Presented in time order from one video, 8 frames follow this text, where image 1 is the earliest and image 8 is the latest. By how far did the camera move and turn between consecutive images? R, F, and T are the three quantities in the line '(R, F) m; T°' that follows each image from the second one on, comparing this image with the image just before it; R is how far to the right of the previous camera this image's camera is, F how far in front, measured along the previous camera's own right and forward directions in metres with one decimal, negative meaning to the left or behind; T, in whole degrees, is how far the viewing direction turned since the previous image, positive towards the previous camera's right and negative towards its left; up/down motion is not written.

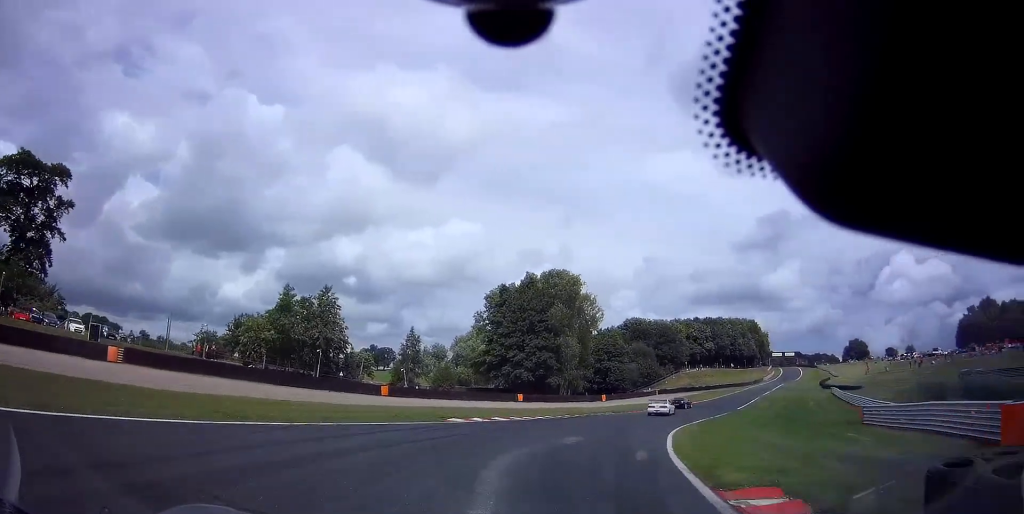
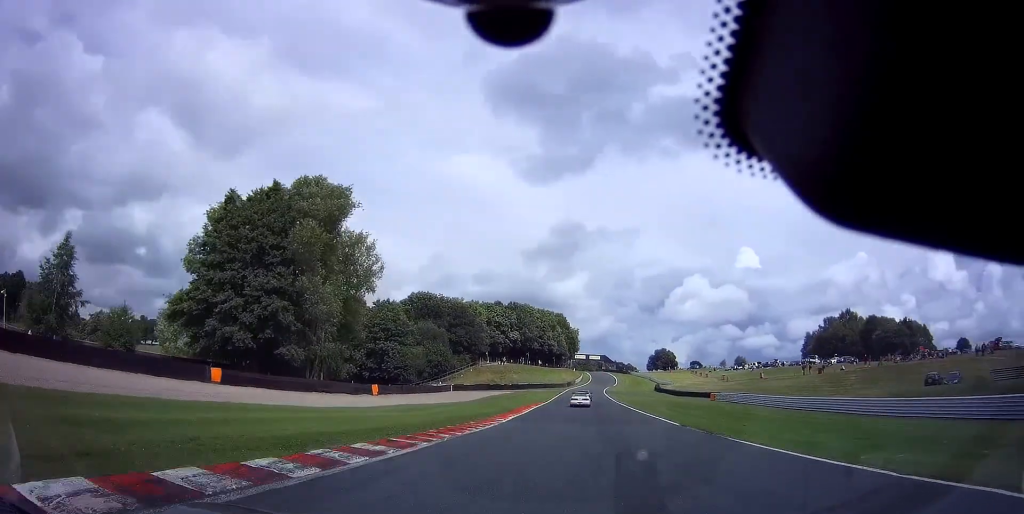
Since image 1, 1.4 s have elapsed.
(+8.1, +32.2) m; +24°
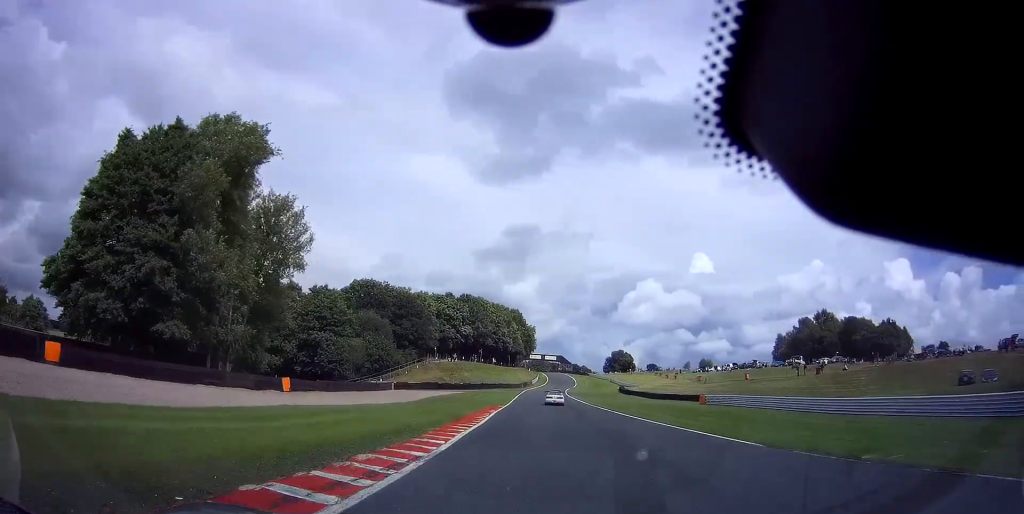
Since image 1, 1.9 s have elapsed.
(+0.8, +12.1) m; +5°
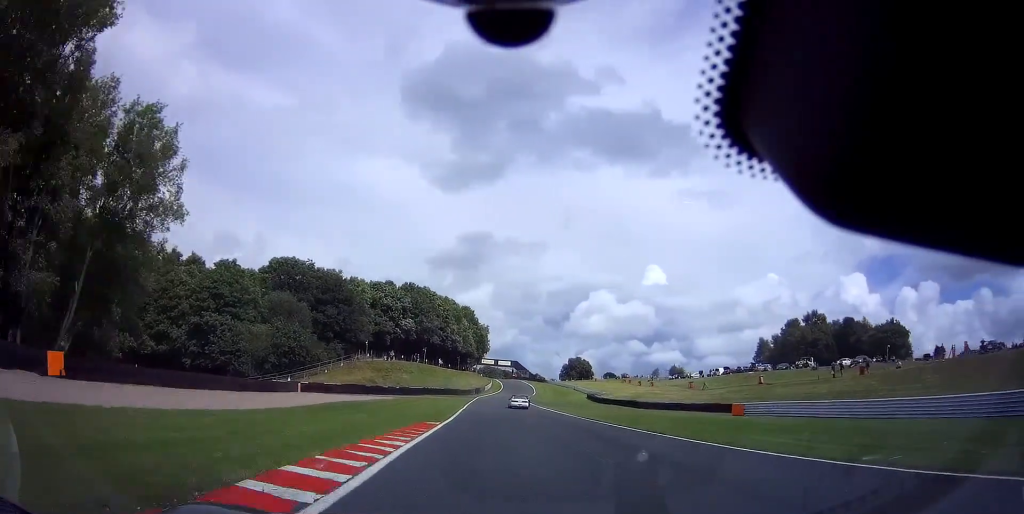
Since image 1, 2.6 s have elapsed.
(+1.3, +19.9) m; +5°
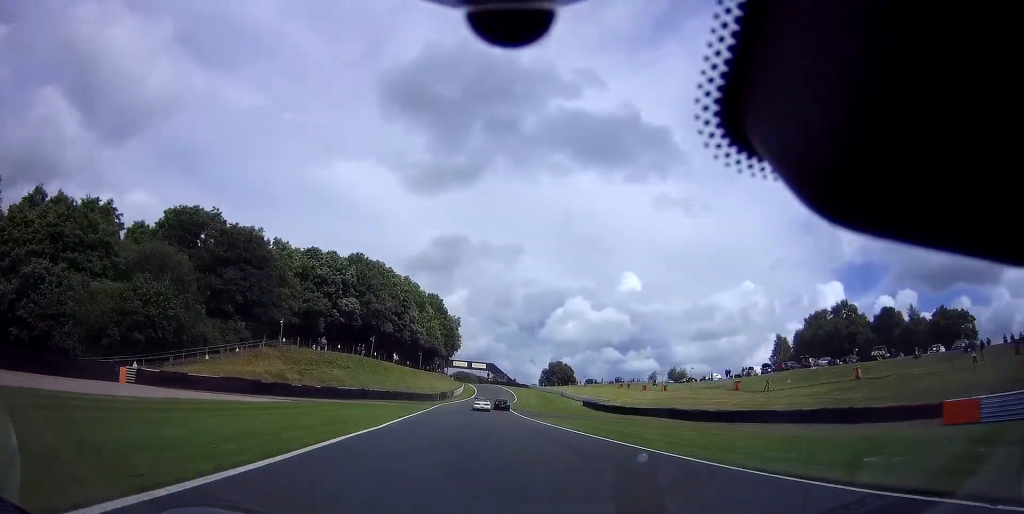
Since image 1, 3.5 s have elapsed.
(+1.2, +25.1) m; +3°
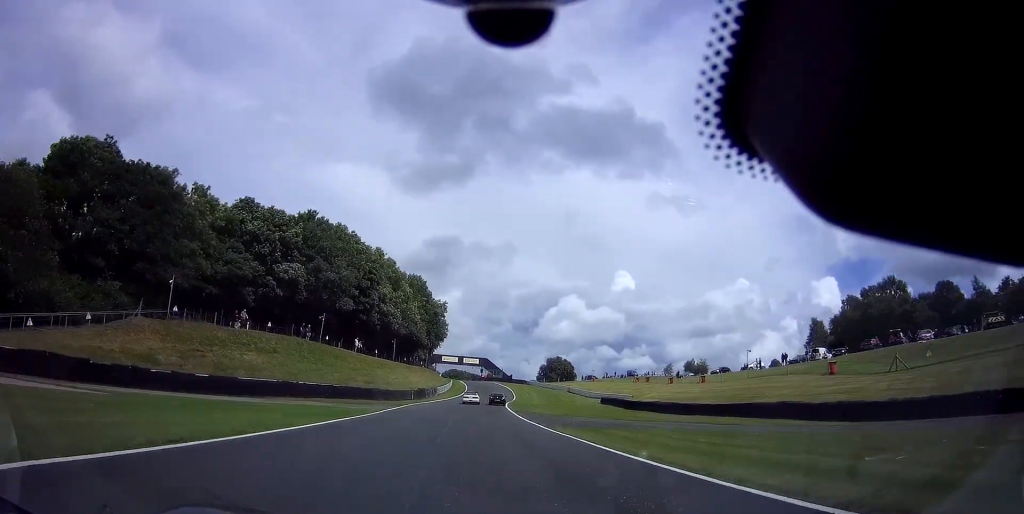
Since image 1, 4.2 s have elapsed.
(+0.3, +20.3) m; +1°
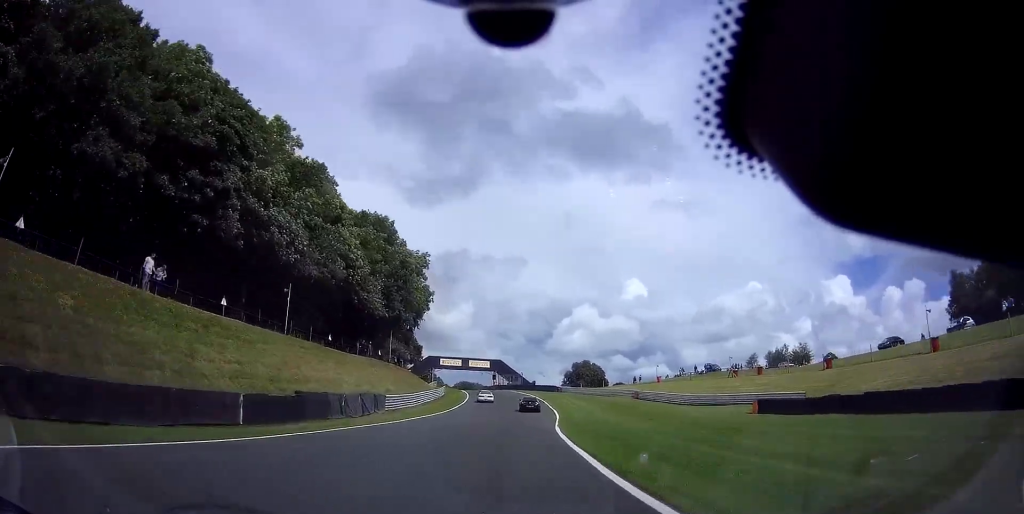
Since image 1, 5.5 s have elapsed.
(-0.3, +43.3) m; -1°
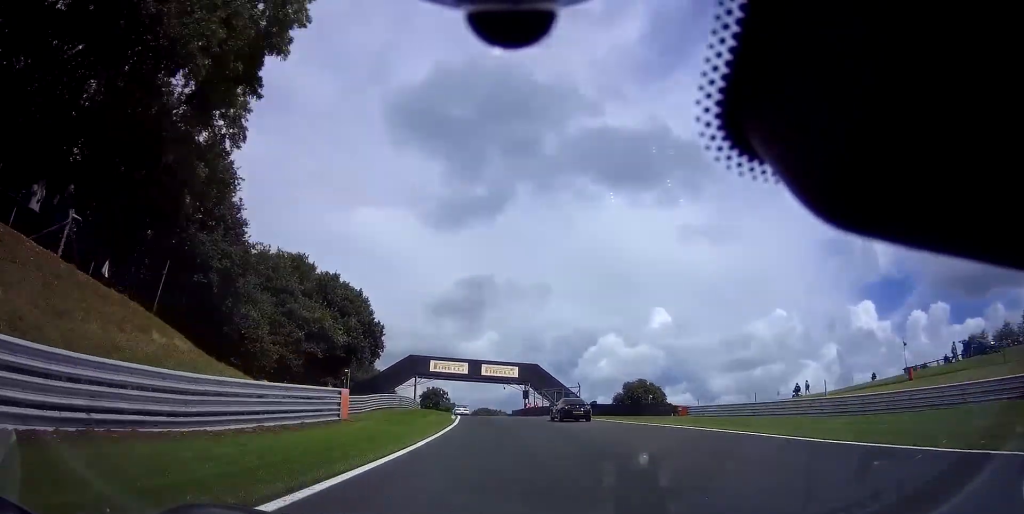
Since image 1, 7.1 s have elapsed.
(-1.0, +54.4) m; -3°
